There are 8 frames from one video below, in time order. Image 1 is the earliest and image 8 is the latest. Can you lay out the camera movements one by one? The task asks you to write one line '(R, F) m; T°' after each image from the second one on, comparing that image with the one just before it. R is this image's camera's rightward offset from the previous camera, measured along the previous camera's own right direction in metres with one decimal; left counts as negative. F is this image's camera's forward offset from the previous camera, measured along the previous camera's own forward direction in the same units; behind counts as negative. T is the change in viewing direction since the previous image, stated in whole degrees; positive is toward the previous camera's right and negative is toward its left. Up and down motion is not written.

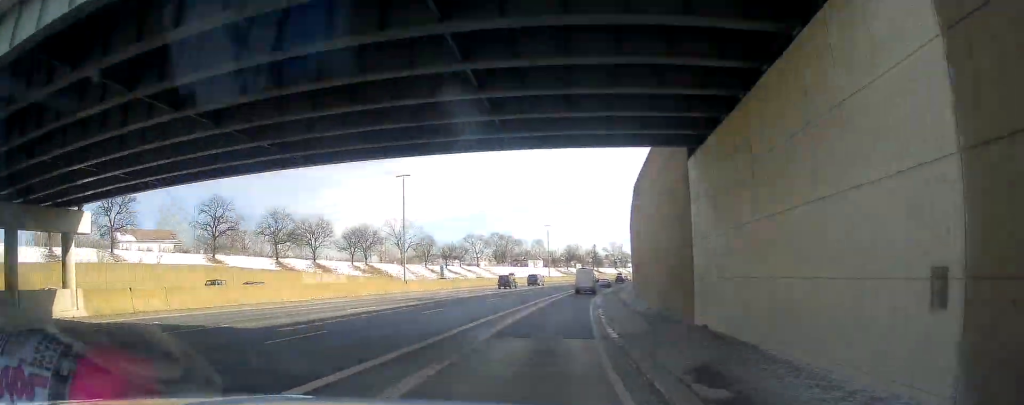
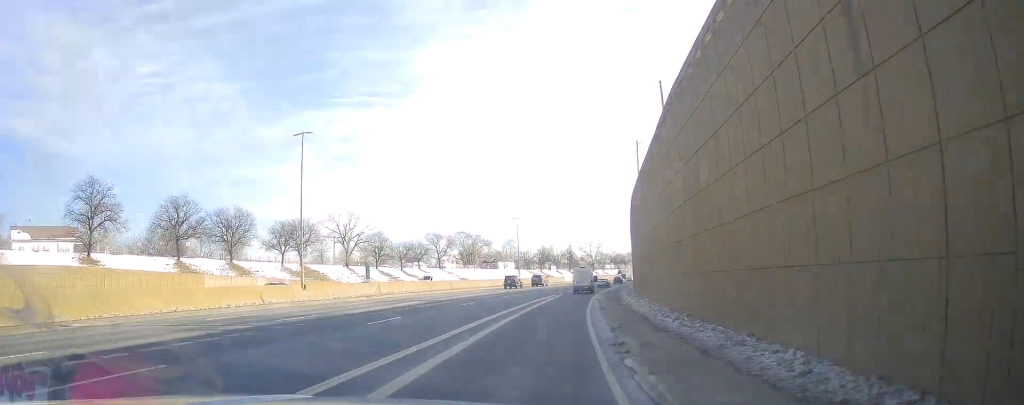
(+0.2, +23.1) m; +3°
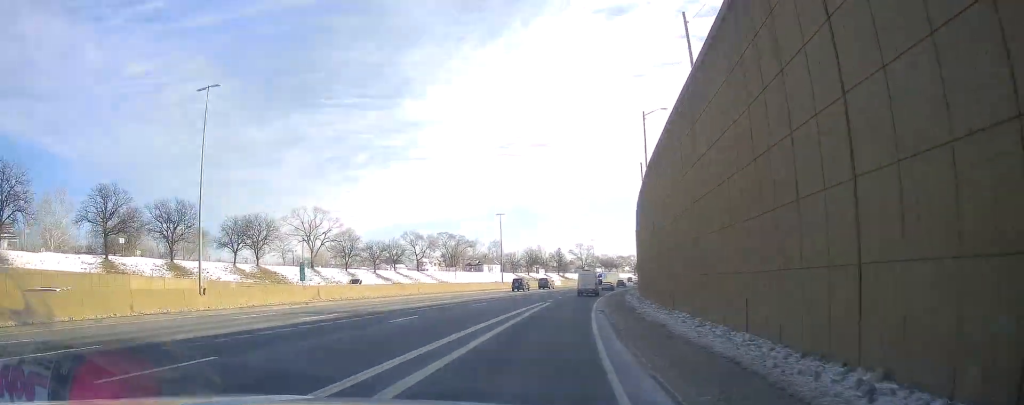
(+0.3, +13.7) m; +2°
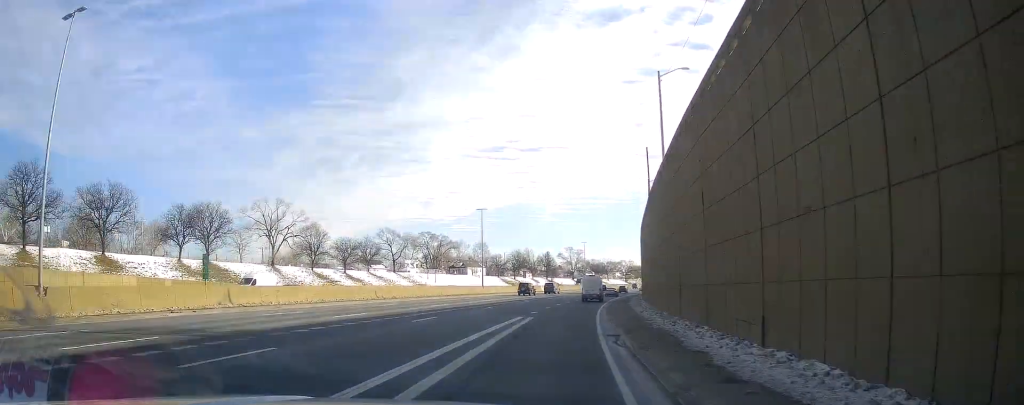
(+0.4, +12.9) m; +2°
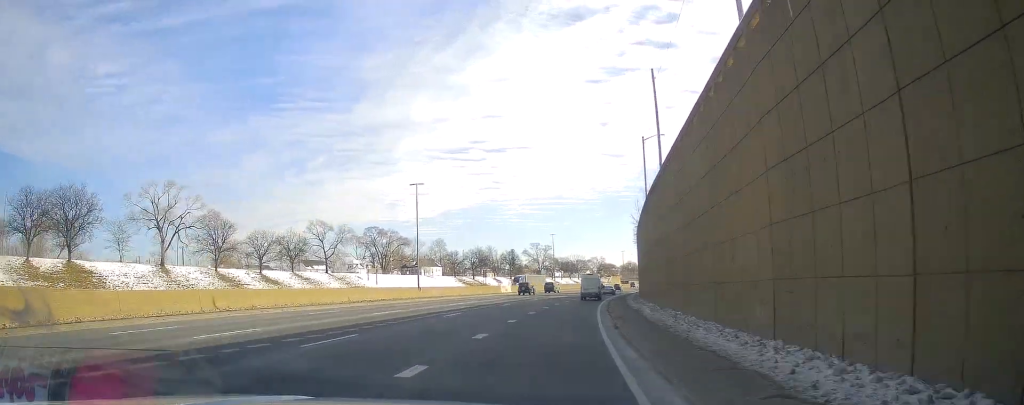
(+0.5, +25.0) m; +2°
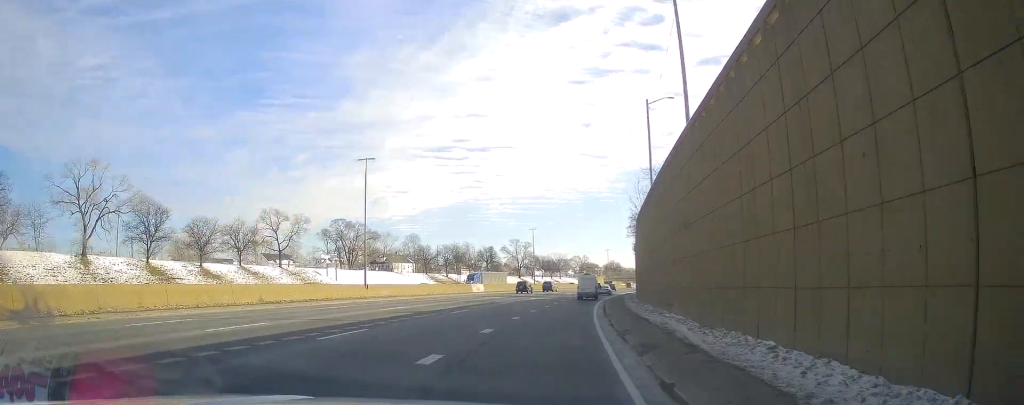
(+0.1, +13.9) m; +2°
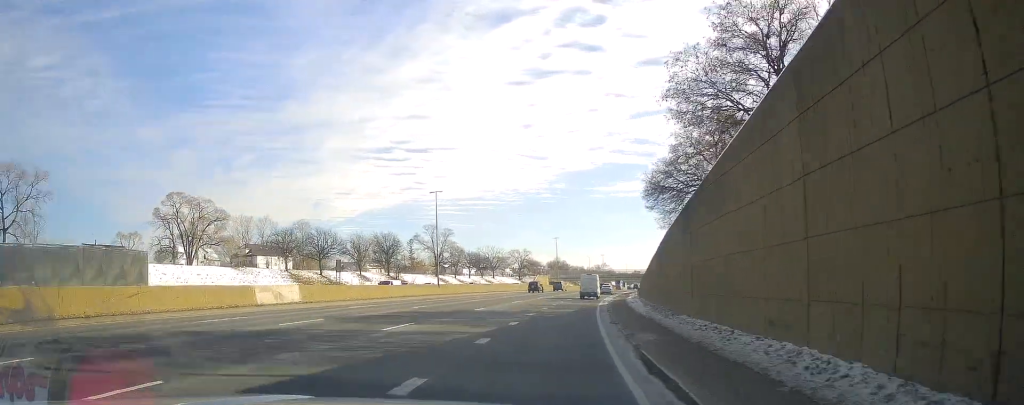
(+4.0, +56.1) m; +8°
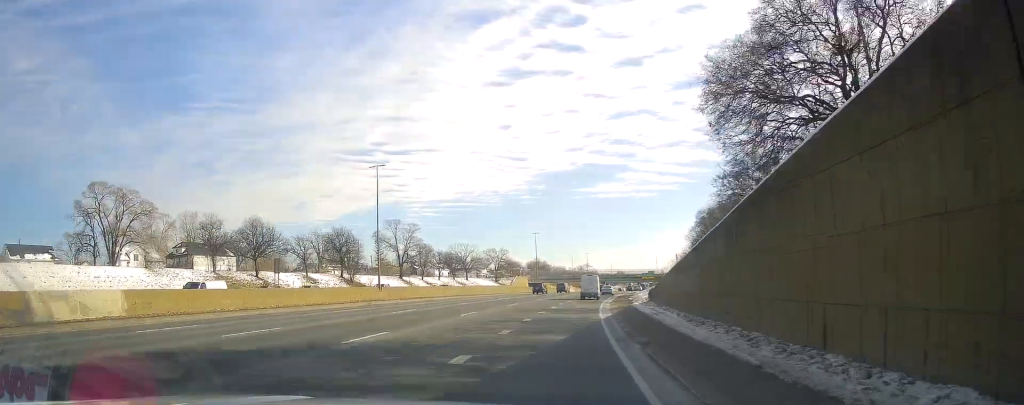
(+0.2, +19.2) m; +2°
